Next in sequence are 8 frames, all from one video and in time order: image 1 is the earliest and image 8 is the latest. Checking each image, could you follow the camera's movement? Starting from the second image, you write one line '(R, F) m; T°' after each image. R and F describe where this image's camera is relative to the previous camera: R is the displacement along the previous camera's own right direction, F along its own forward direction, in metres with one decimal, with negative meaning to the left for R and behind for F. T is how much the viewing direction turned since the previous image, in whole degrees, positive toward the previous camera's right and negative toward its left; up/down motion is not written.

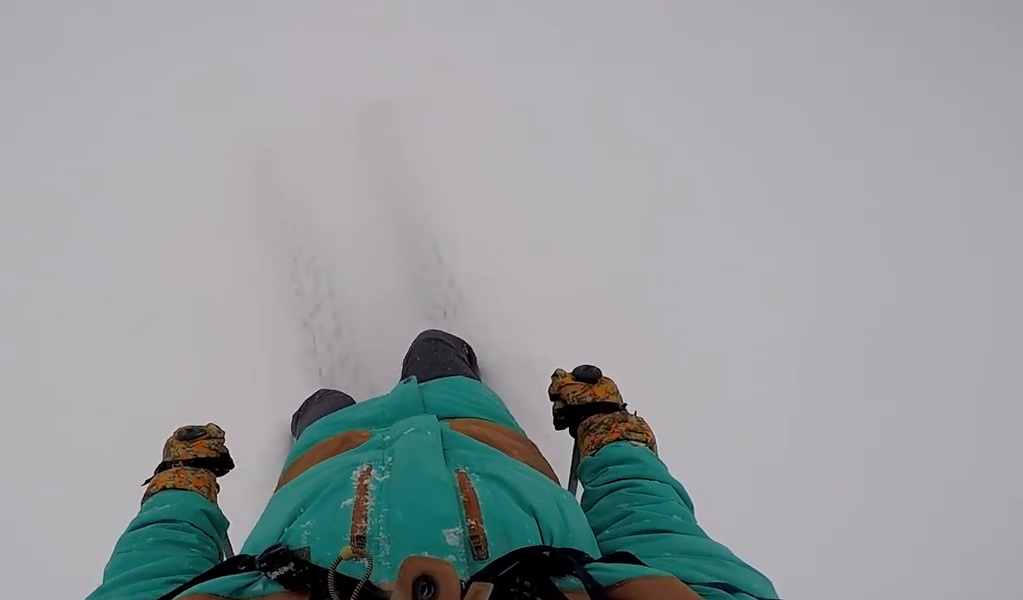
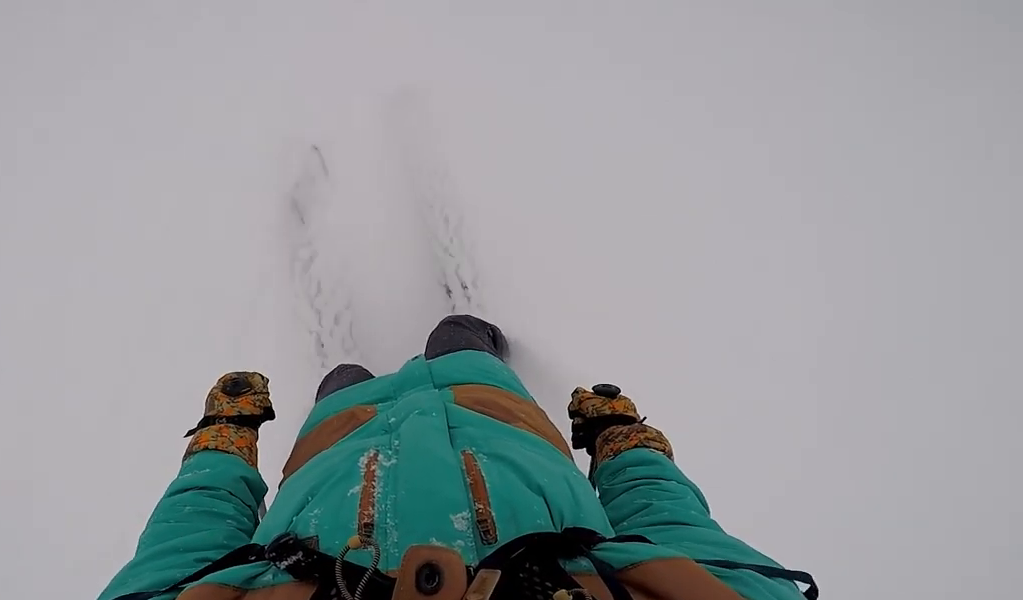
(+0.2, +4.1) m; 0°
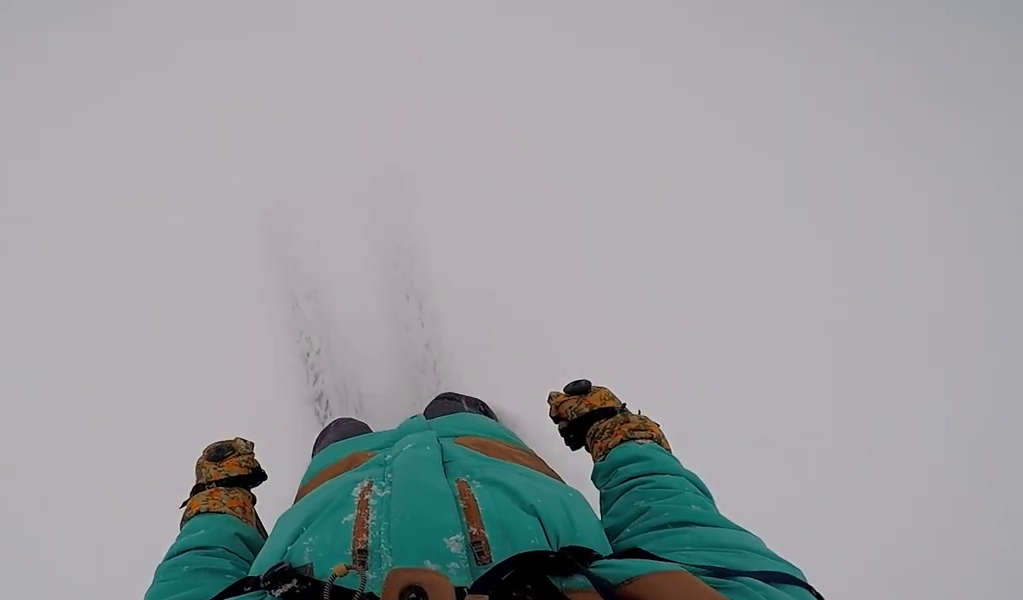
(0.0, +7.1) m; 0°
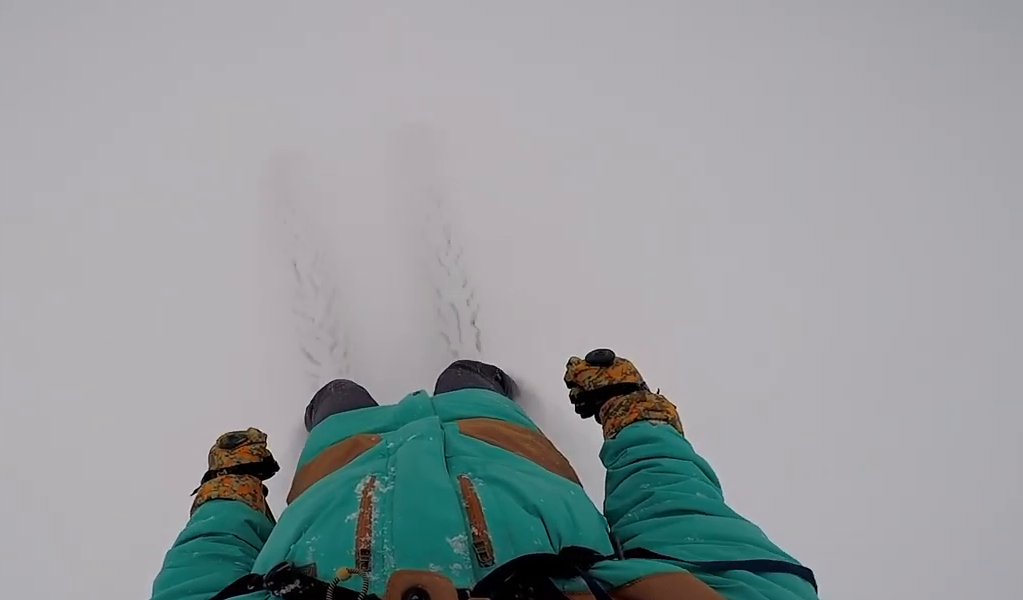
(0.0, +6.2) m; 0°
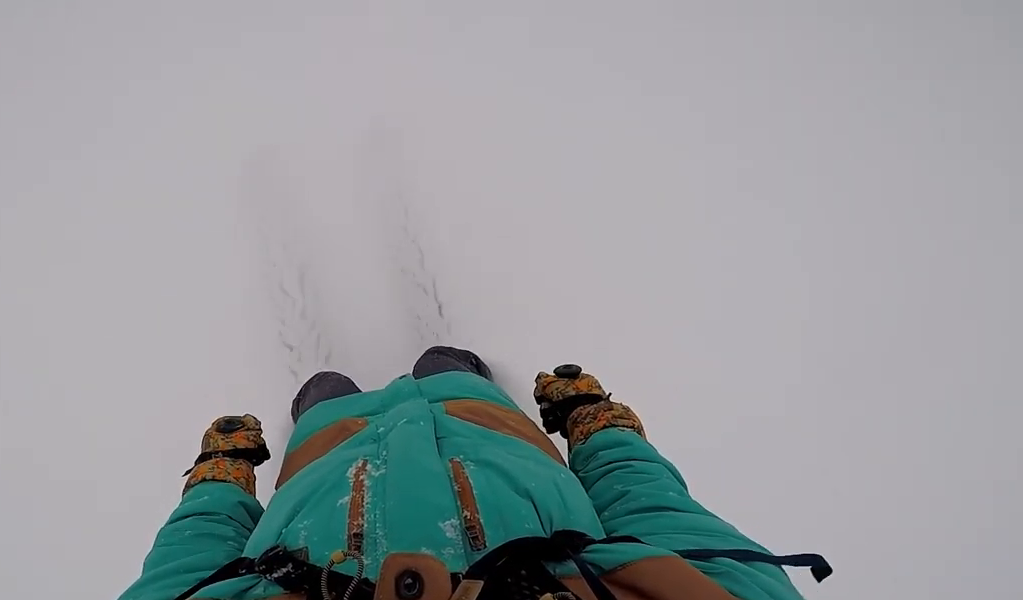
(+0.2, +4.1) m; -1°
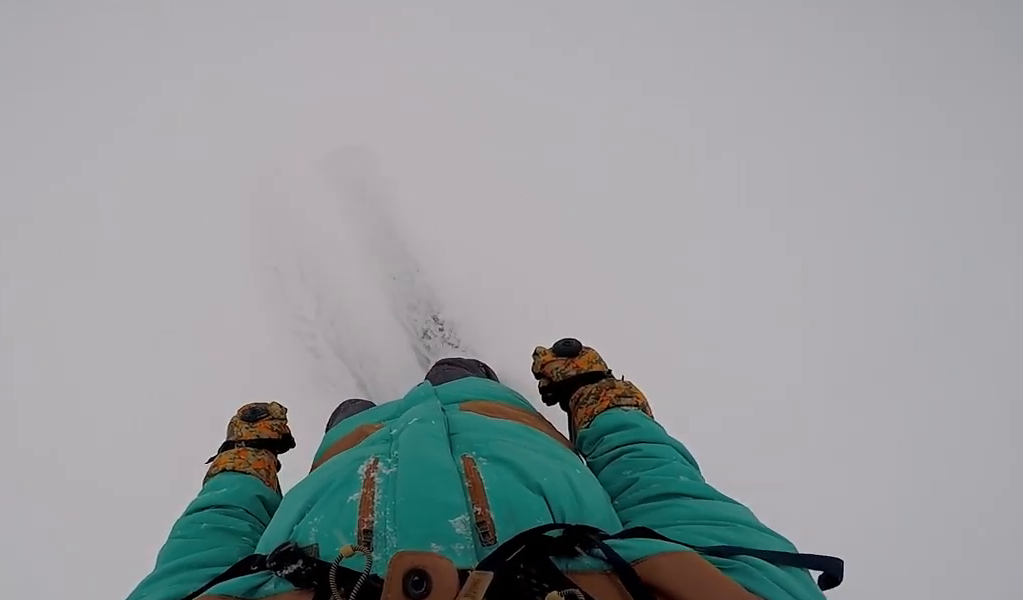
(-1.7, +16.8) m; +12°
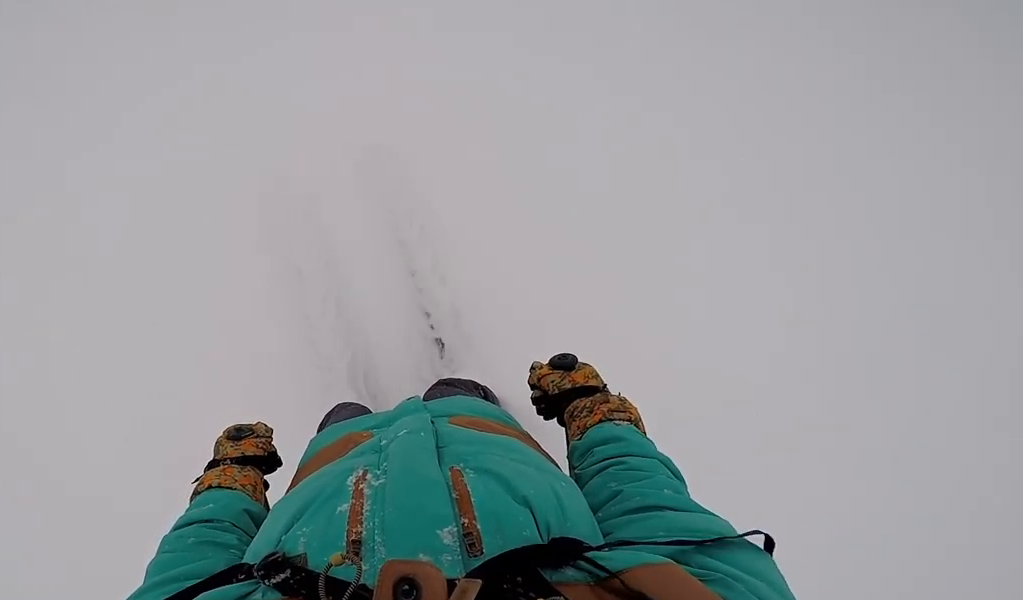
(+0.8, +5.1) m; +6°
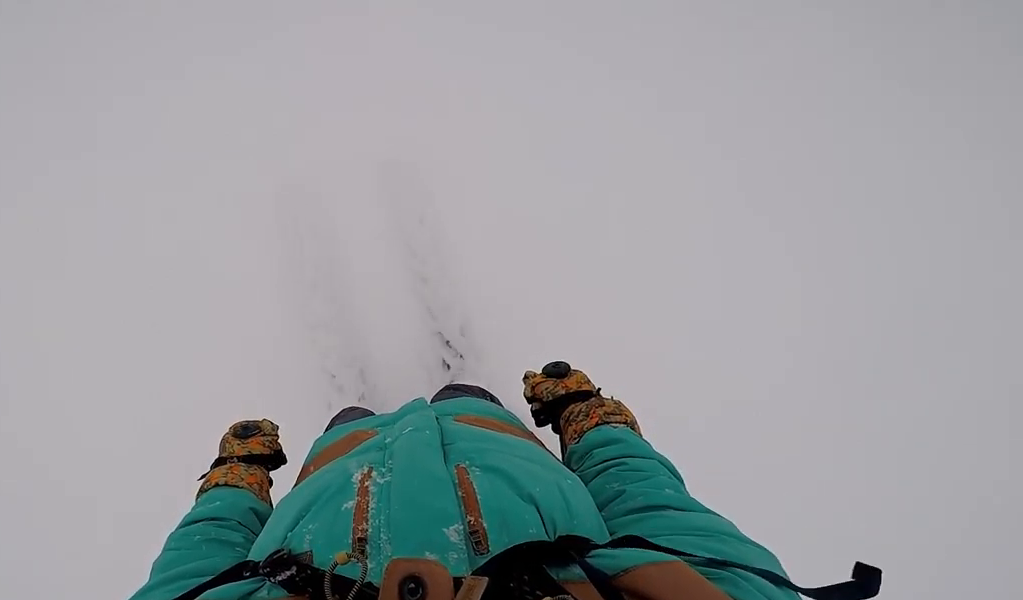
(0.0, +5.2) m; -4°
